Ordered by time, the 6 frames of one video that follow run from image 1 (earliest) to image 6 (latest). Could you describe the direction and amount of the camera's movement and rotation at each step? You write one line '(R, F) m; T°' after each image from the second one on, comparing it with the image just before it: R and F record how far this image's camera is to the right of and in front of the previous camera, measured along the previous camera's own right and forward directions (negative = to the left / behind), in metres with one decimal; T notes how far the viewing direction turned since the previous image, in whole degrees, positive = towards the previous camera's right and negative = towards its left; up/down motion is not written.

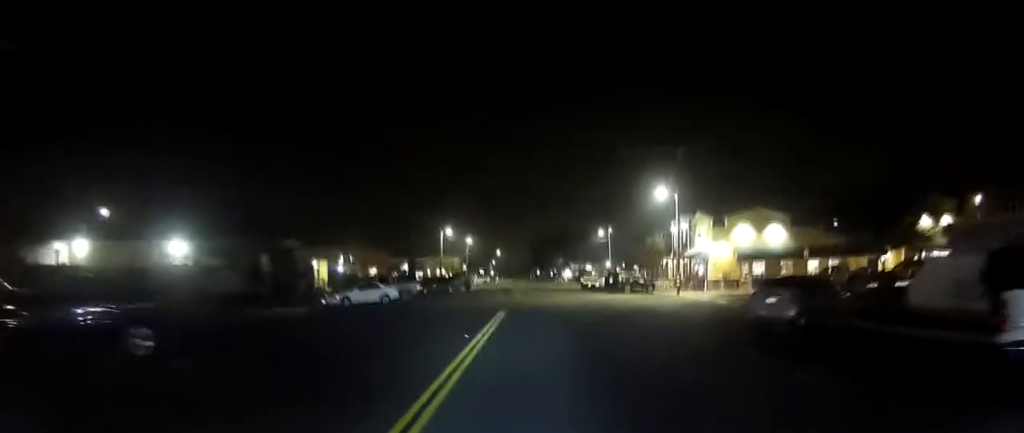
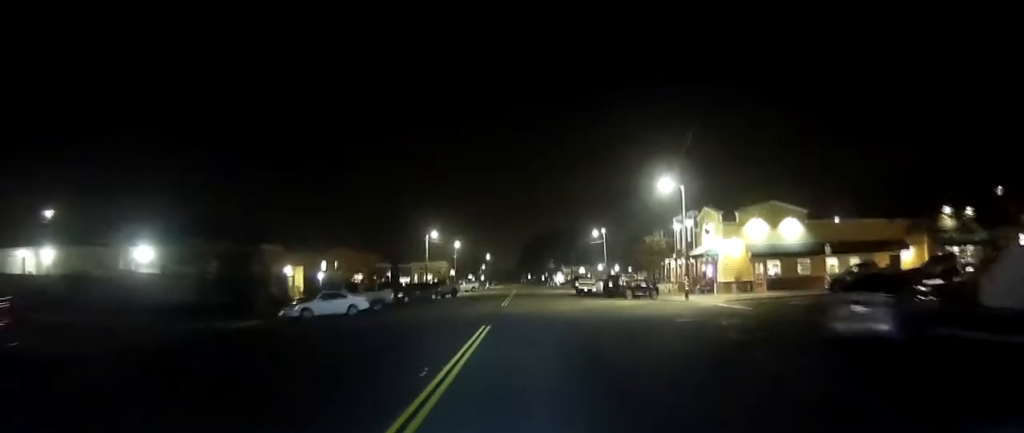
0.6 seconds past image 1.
(-0.1, +7.0) m; +1°
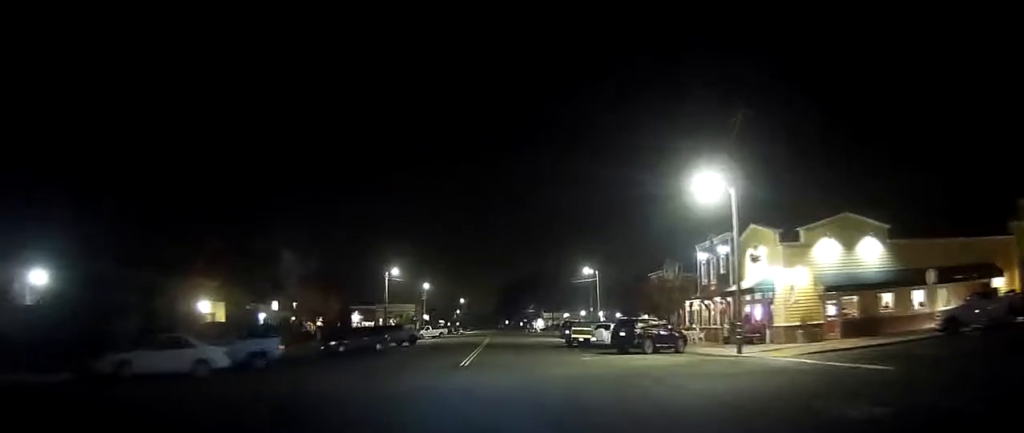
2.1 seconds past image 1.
(+0.4, +17.9) m; +1°
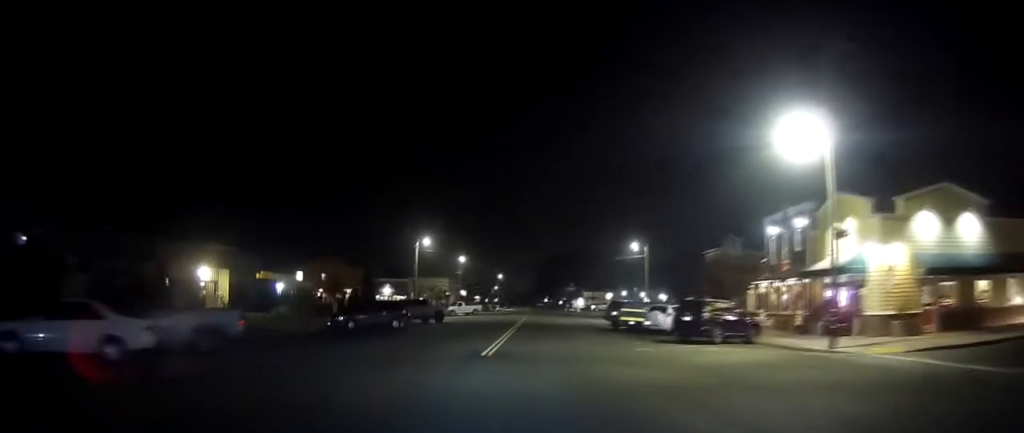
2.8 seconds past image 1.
(-0.1, +6.7) m; -2°
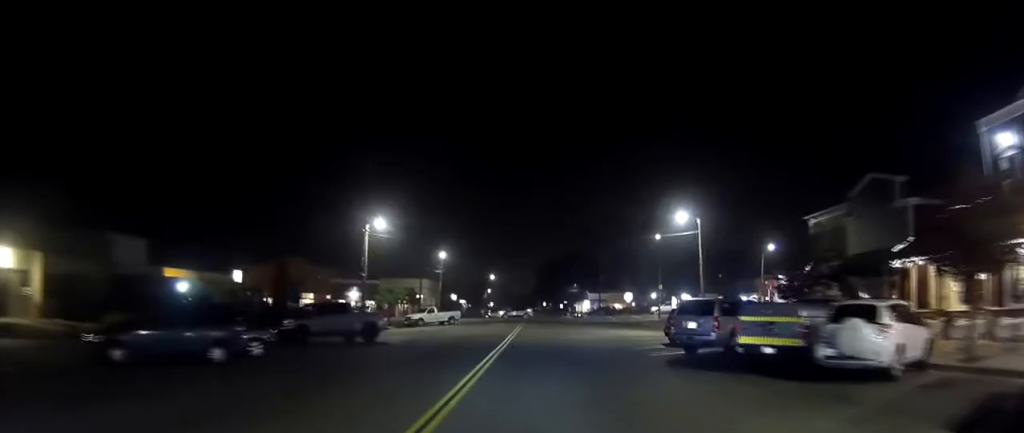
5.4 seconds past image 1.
(-0.2, +24.2) m; 0°
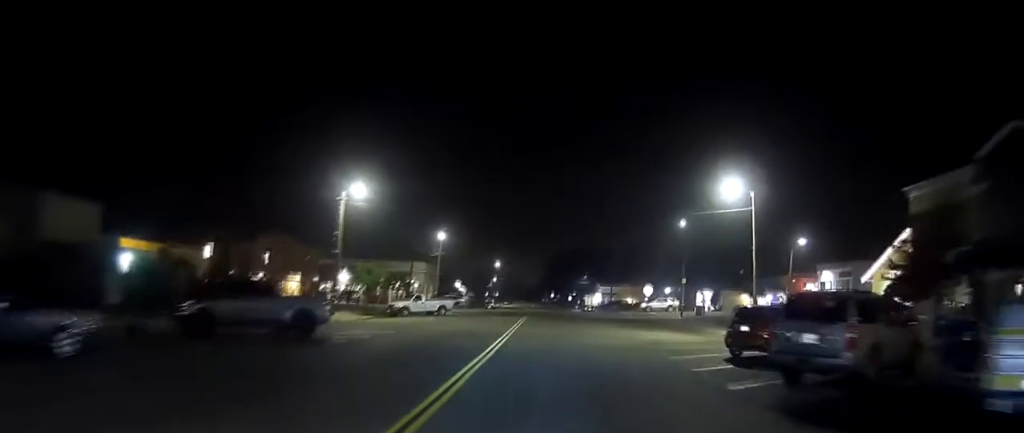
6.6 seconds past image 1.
(0.0, +10.7) m; -1°
